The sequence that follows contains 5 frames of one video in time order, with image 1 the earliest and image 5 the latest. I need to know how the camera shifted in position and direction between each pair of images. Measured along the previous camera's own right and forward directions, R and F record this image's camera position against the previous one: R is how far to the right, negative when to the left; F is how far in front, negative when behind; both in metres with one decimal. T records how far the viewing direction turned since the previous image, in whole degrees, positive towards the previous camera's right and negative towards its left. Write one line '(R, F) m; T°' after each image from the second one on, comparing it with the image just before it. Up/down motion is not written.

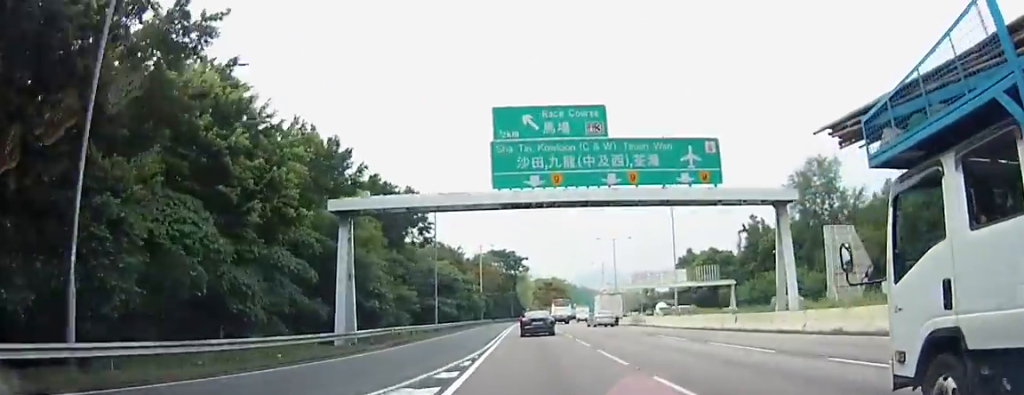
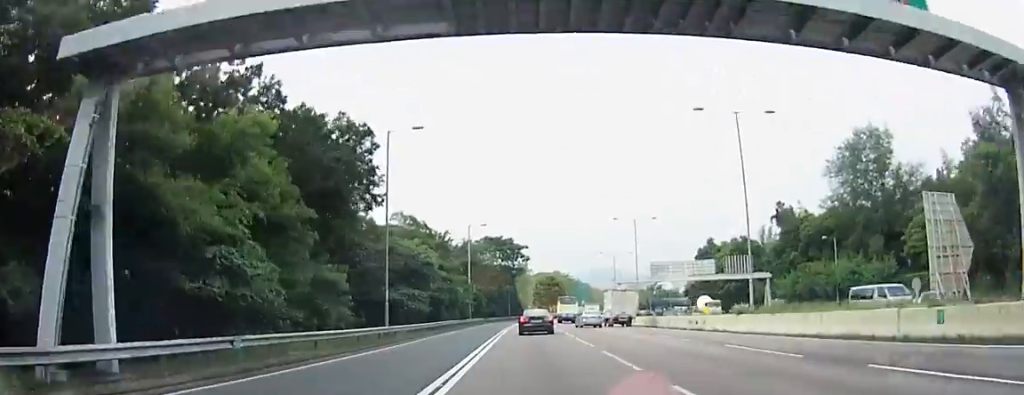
(0.0, +19.7) m; 0°
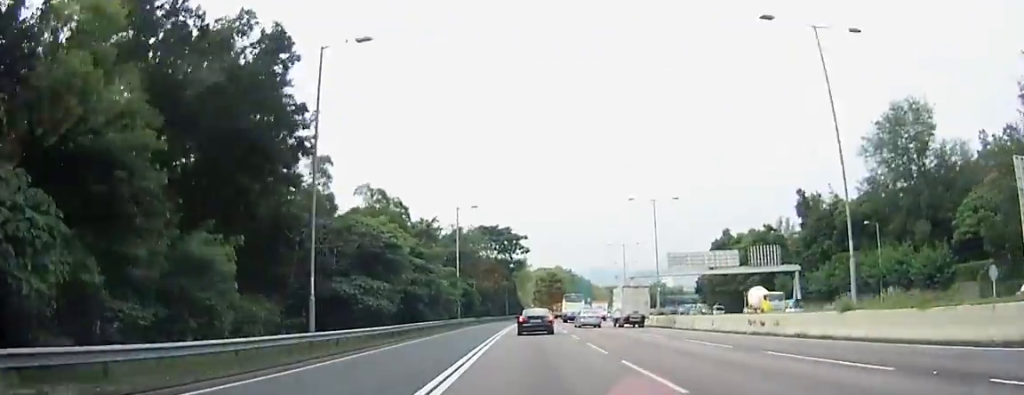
(-0.1, +12.7) m; 0°
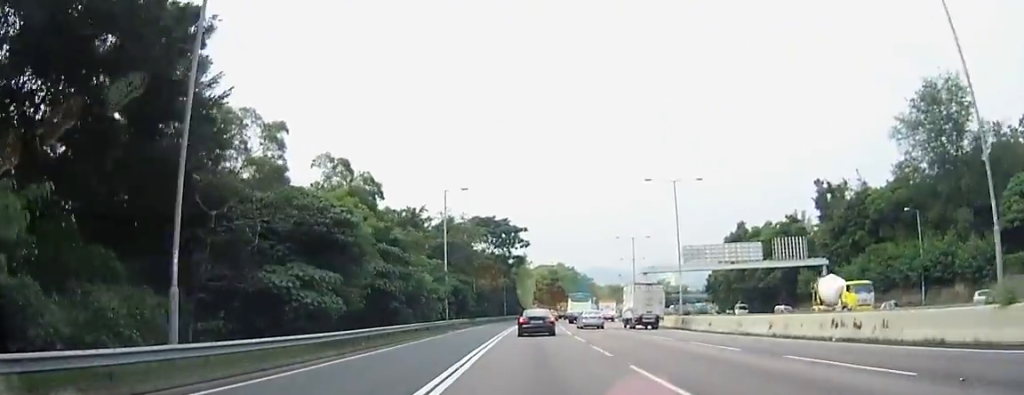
(-0.1, +10.0) m; 0°
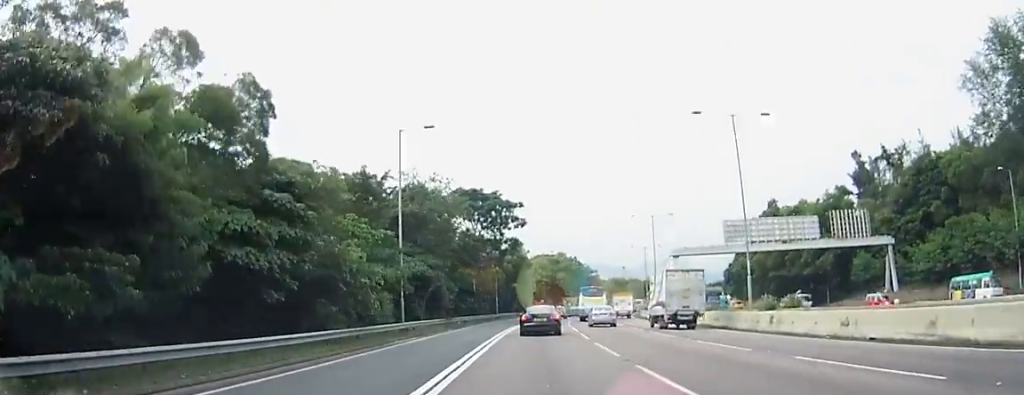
(+0.2, +18.8) m; +1°
